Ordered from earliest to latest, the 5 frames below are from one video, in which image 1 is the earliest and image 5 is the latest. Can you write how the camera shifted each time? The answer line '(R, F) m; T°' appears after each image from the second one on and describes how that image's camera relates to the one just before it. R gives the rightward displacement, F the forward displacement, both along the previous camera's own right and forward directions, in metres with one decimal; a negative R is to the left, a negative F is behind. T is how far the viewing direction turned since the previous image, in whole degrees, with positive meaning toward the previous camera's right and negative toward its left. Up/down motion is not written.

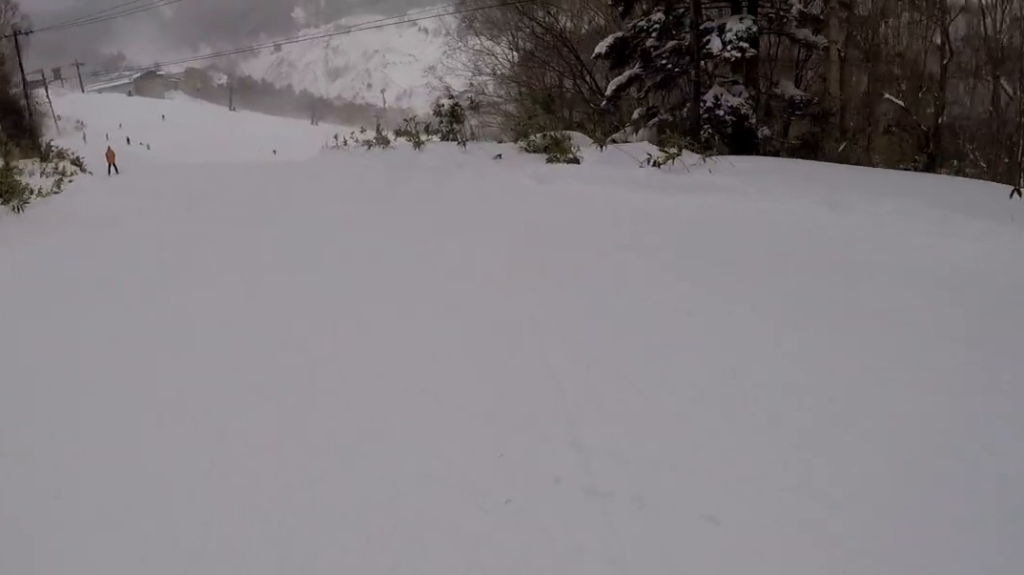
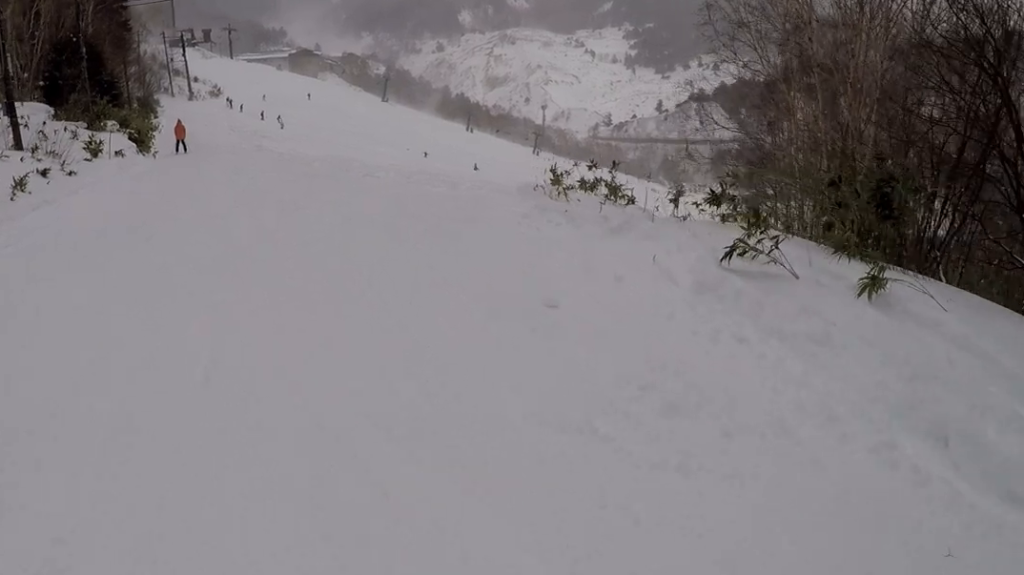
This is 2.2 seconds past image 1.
(-3.2, +14.6) m; -27°
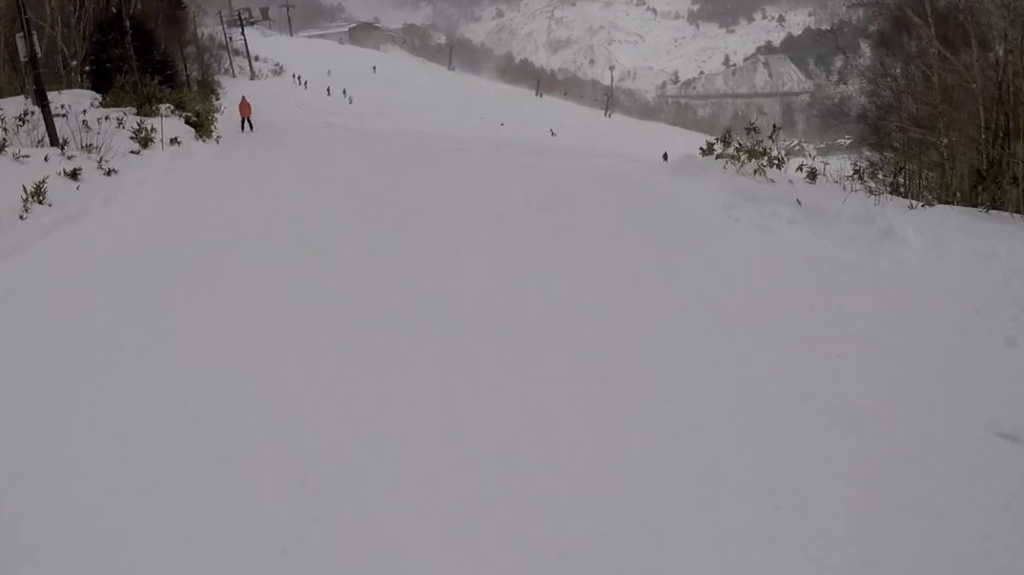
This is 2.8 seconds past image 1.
(-0.3, +3.9) m; -4°
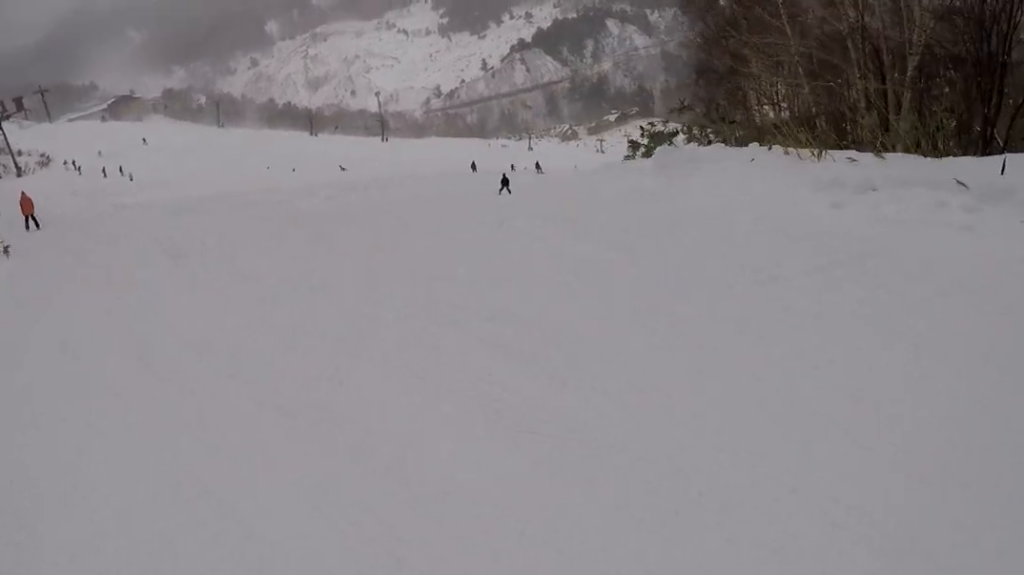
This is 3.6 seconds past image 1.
(-0.2, +4.9) m; +10°
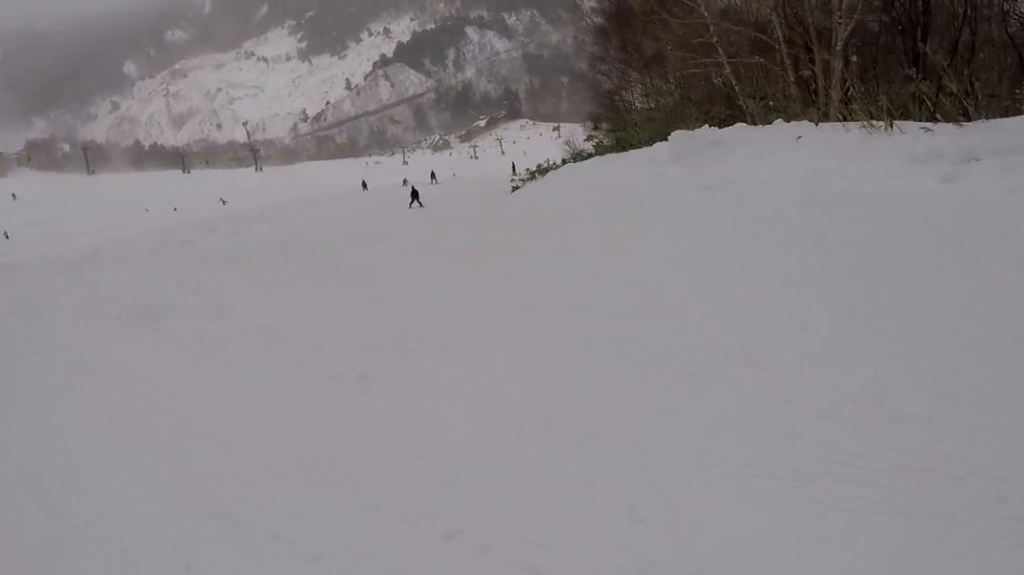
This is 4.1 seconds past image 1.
(+0.5, +2.3) m; +10°
